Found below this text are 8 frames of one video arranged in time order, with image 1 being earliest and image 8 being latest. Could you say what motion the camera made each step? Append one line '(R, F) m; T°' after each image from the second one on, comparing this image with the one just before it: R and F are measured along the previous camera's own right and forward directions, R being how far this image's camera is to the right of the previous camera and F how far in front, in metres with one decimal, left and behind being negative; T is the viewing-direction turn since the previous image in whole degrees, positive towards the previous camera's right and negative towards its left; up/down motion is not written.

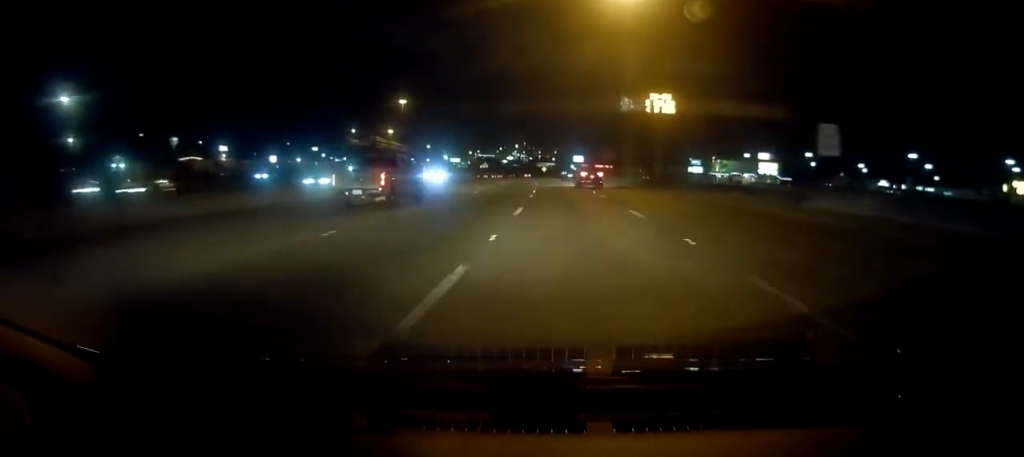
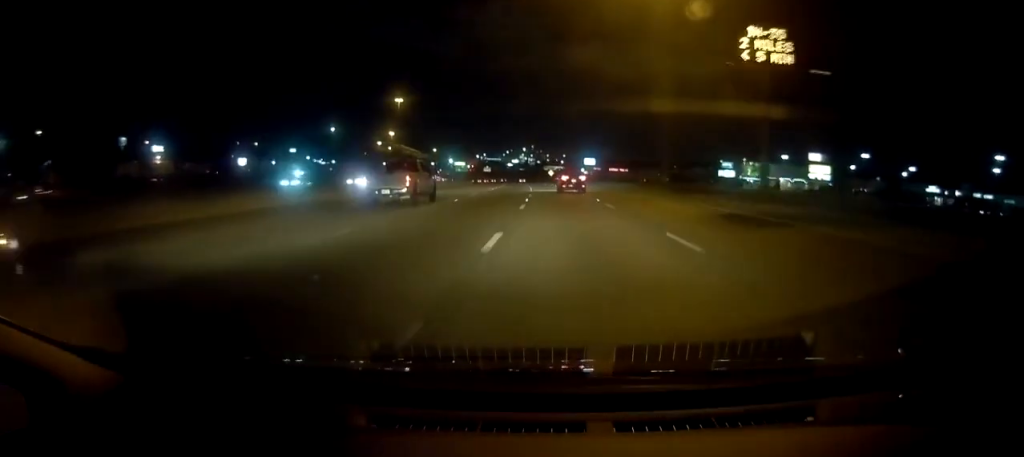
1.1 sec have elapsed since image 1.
(-0.7, +32.1) m; -2°
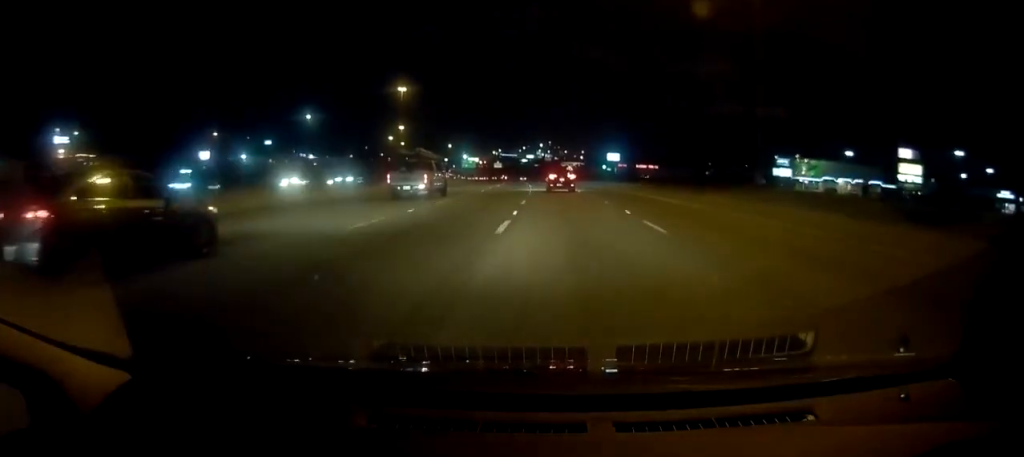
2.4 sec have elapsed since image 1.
(-0.3, +35.7) m; -1°
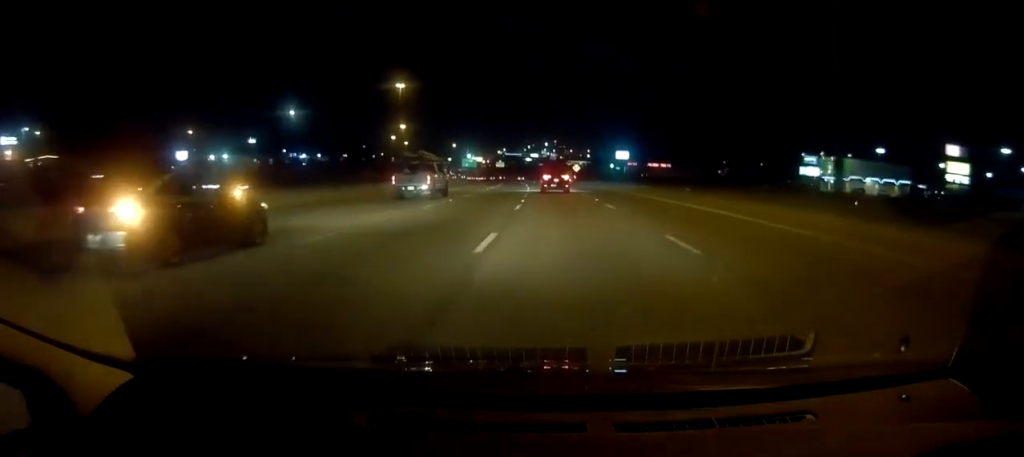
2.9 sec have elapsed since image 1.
(-0.1, +15.1) m; -1°
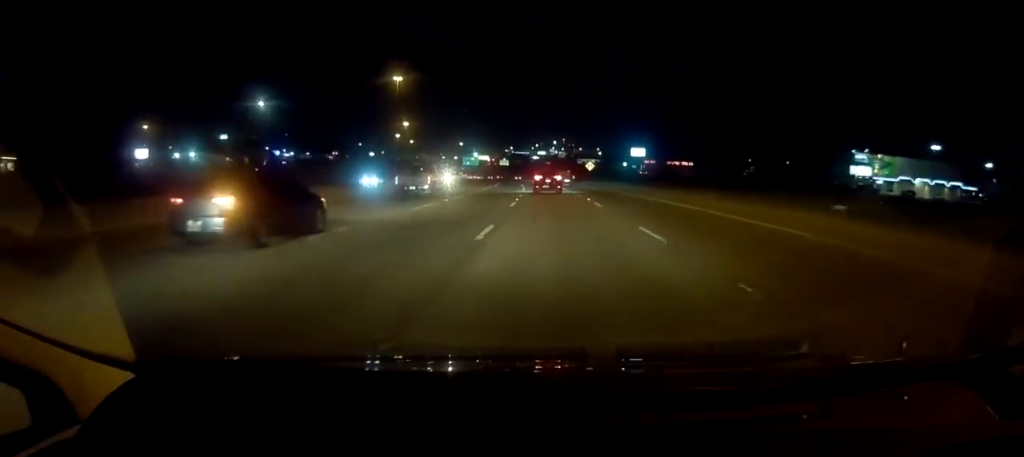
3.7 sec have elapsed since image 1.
(-0.3, +22.7) m; -1°
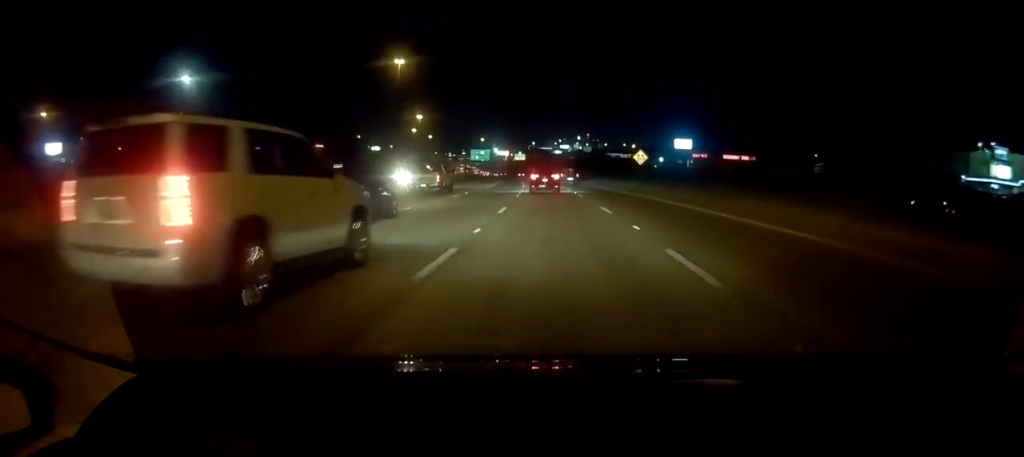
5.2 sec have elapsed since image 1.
(-0.6, +41.1) m; -2°
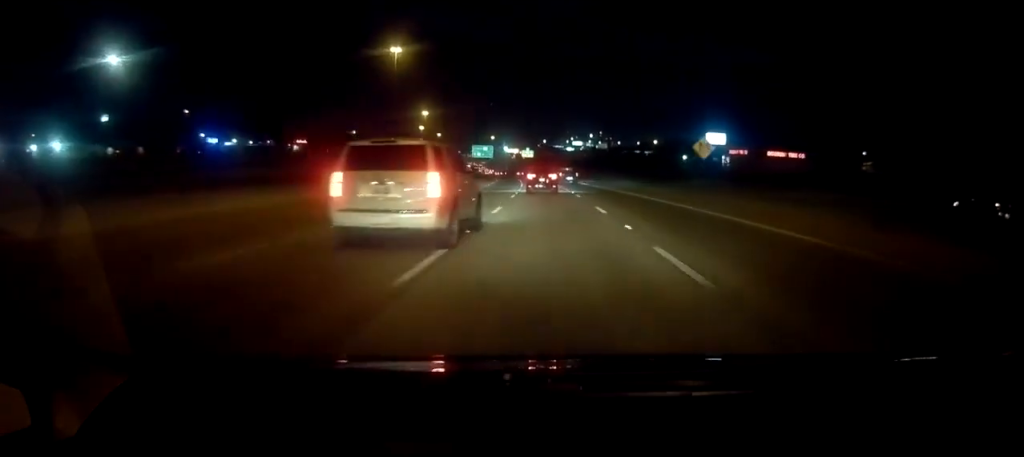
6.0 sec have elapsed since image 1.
(-0.4, +24.9) m; -1°
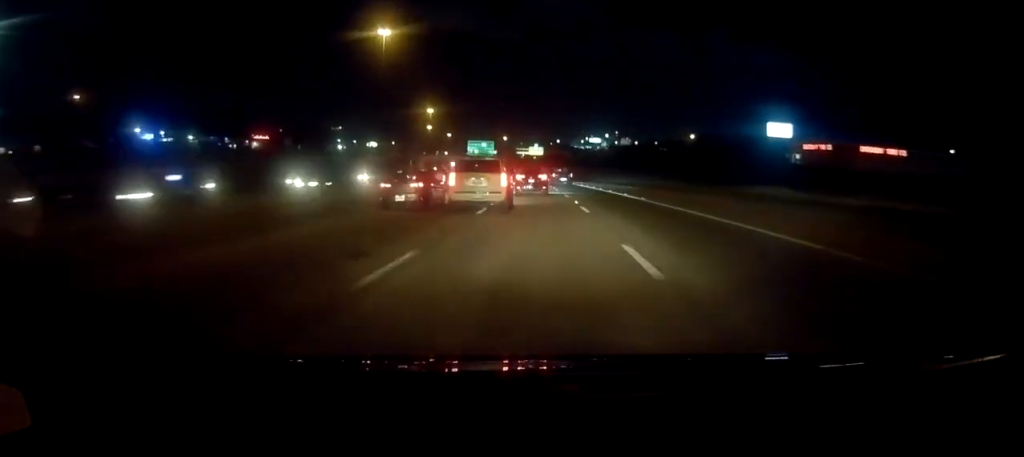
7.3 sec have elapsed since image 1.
(-0.4, +36.3) m; -1°
